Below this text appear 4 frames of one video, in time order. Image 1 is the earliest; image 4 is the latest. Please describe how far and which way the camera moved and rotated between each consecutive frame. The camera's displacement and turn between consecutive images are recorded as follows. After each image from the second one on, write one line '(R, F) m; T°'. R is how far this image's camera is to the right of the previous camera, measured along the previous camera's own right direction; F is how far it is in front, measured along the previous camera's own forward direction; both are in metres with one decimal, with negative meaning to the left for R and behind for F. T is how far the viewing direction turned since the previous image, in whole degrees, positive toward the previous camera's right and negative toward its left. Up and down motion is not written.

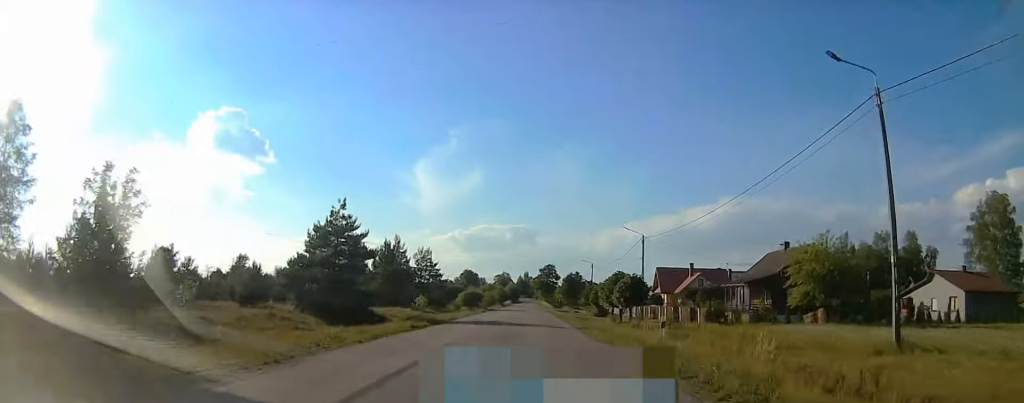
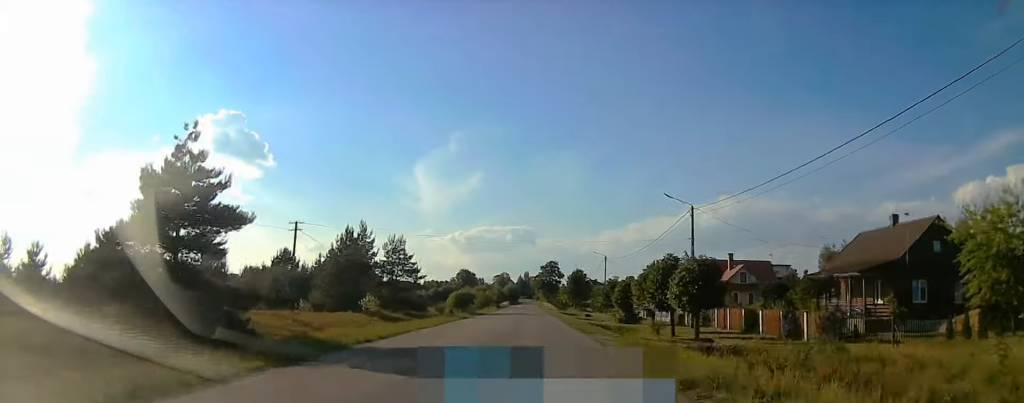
(0.0, +22.0) m; 0°
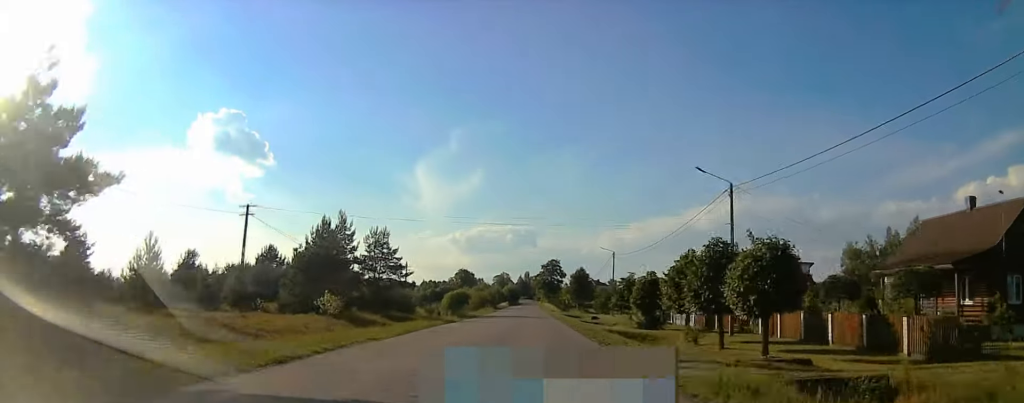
(0.0, +9.9) m; 0°
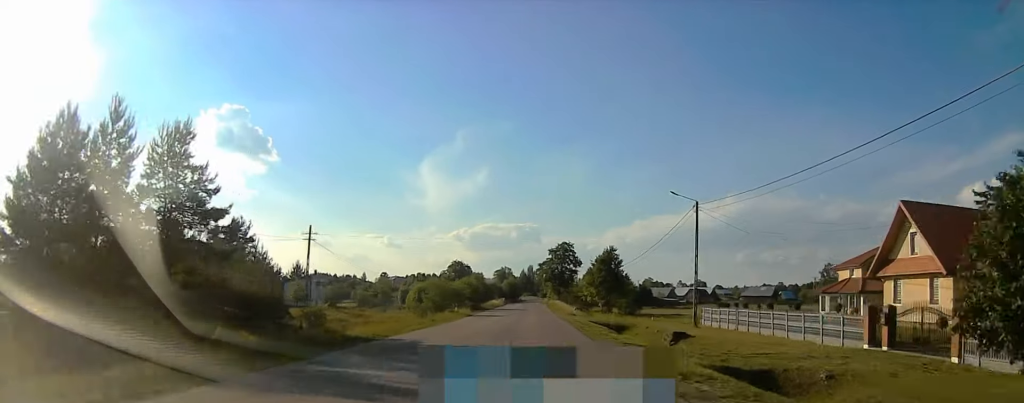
(+0.8, +41.6) m; +2°
